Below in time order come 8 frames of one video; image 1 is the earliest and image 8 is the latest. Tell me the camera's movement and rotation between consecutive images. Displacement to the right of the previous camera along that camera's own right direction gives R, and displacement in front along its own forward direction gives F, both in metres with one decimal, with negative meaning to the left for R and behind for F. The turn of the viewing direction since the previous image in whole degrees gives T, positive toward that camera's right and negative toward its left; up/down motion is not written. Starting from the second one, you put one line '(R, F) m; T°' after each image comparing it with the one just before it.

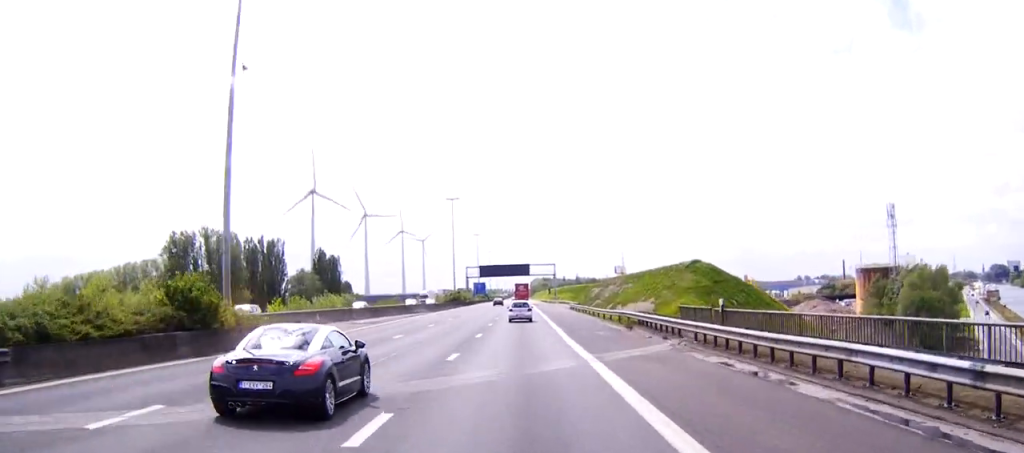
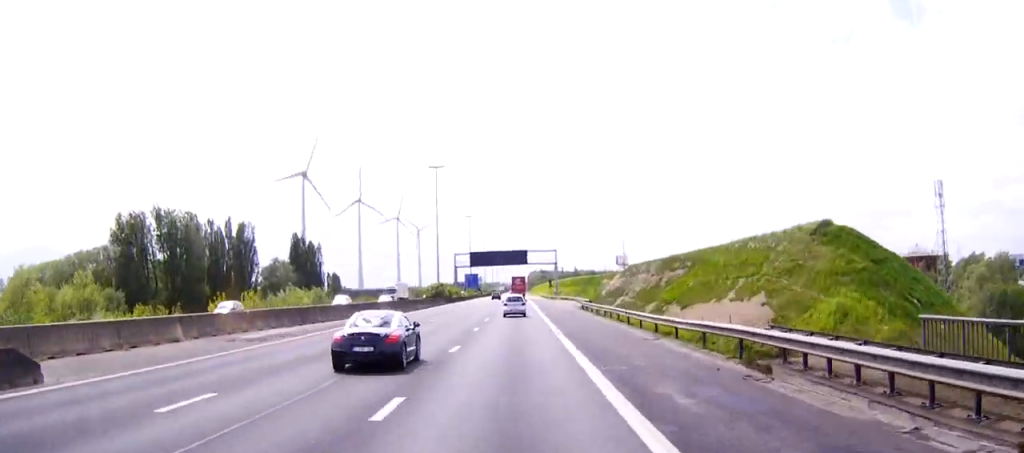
(0.0, +22.3) m; 0°
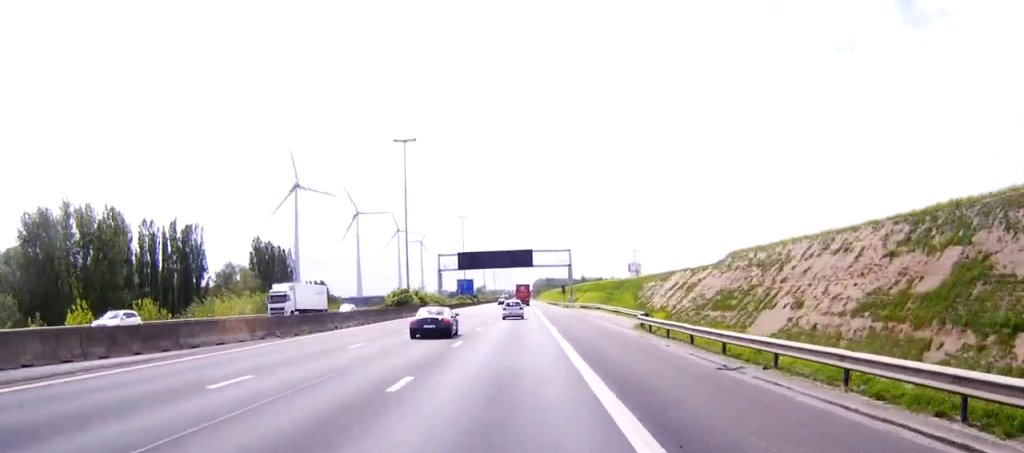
(-0.1, +34.9) m; -1°
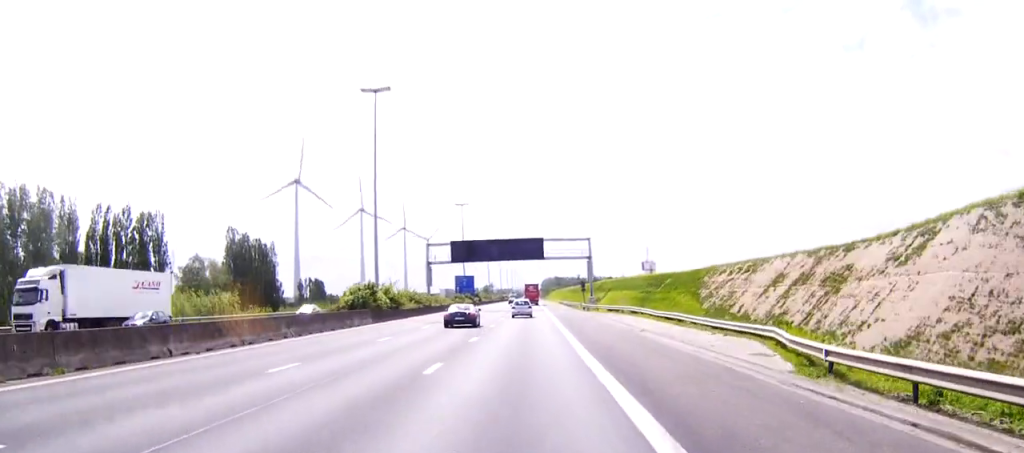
(-0.1, +22.2) m; 0°
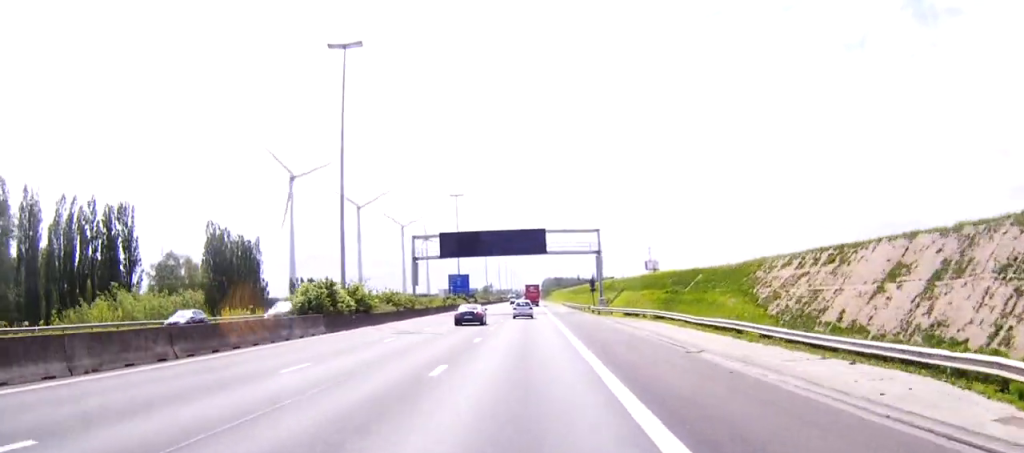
(0.0, +11.9) m; 0°
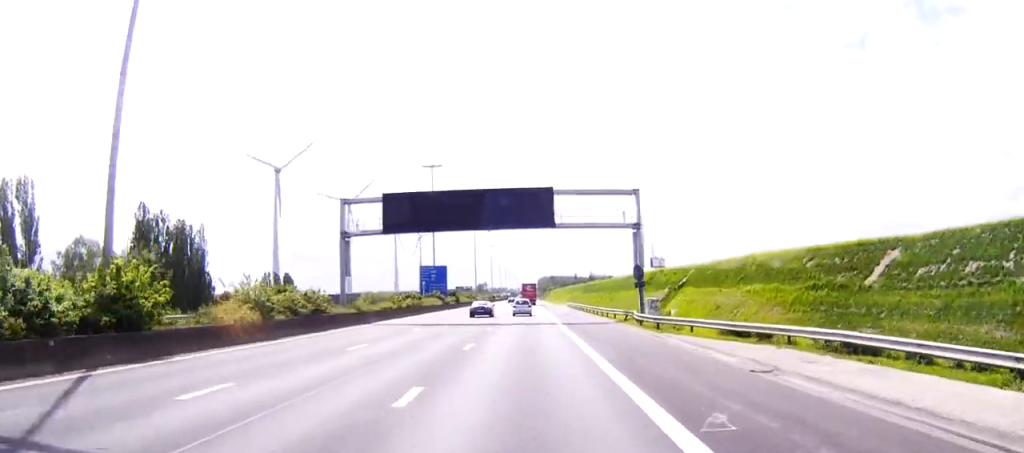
(+0.1, +31.0) m; 0°
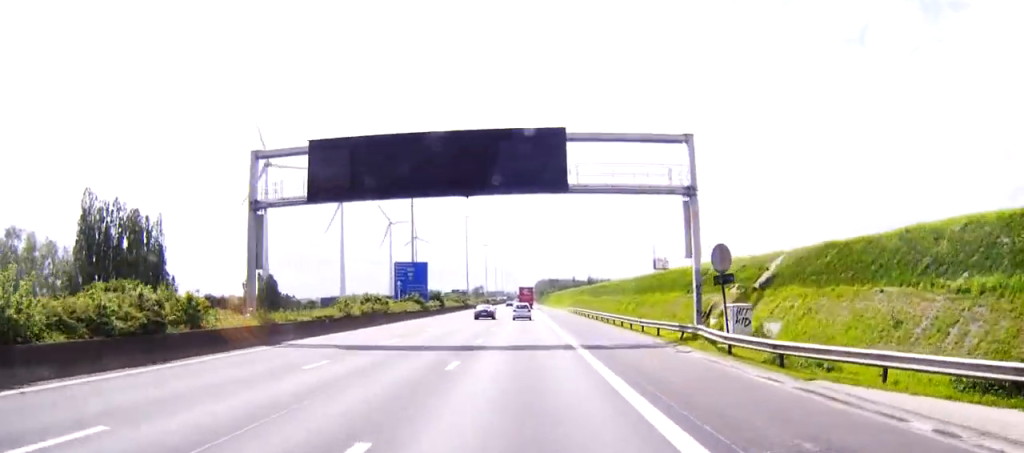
(0.0, +17.5) m; 0°
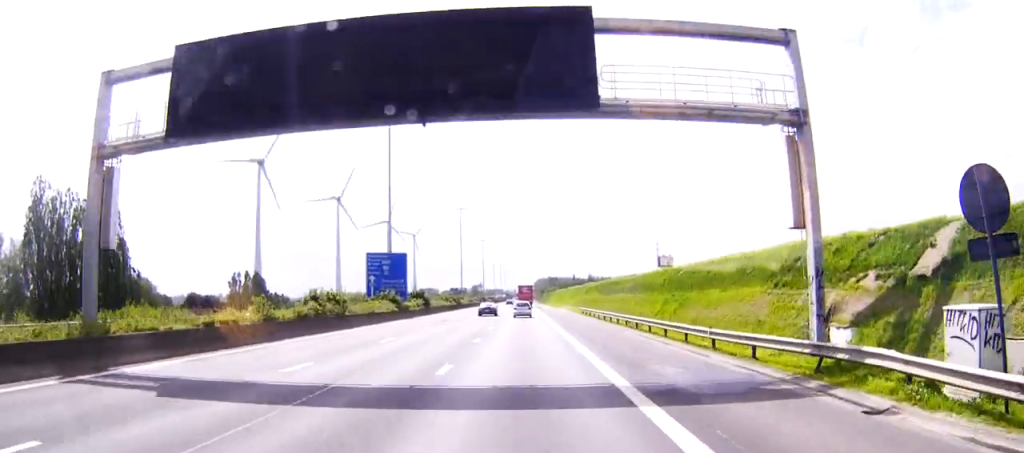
(0.0, +14.3) m; 0°
